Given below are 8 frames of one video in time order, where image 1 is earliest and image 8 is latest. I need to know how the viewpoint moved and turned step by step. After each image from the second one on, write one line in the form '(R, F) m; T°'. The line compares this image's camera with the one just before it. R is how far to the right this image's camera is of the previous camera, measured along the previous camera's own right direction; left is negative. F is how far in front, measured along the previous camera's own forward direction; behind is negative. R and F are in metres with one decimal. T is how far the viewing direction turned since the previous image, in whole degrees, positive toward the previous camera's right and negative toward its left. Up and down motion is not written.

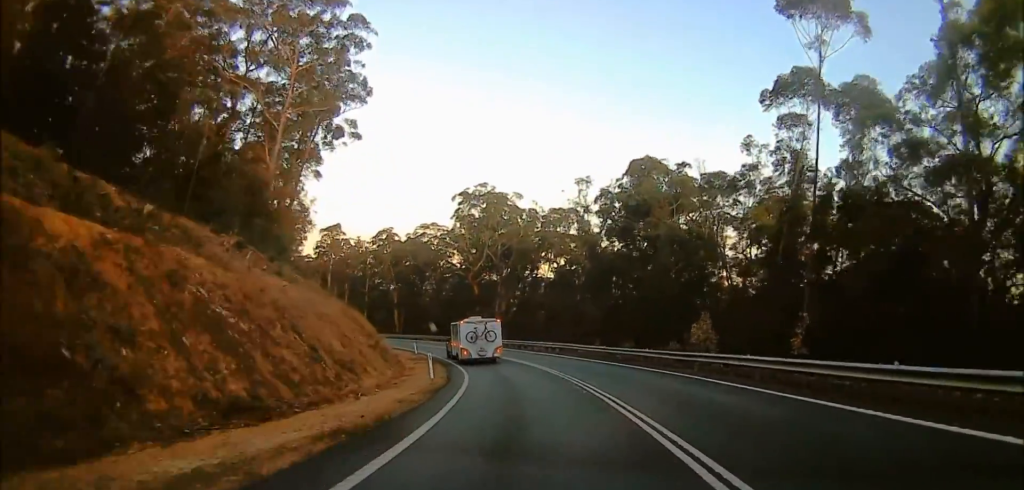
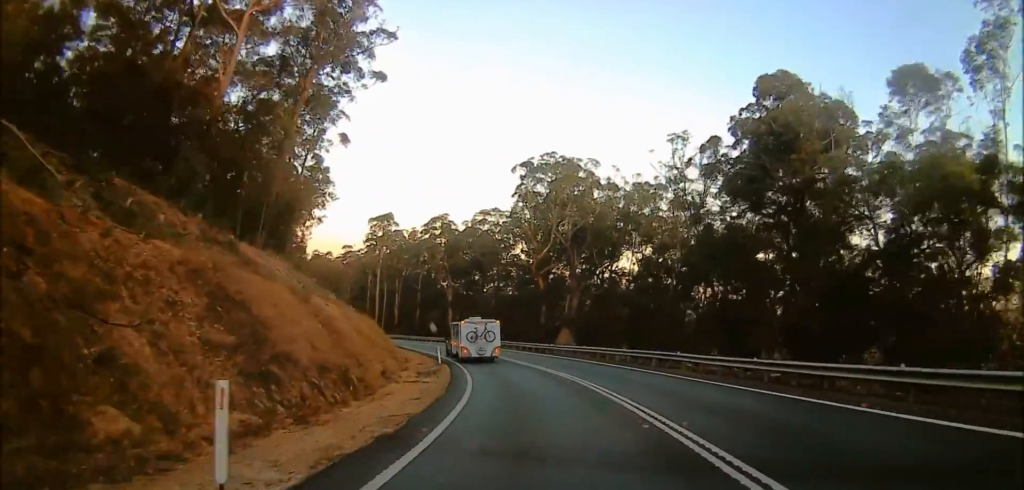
(-2.1, +18.5) m; -7°
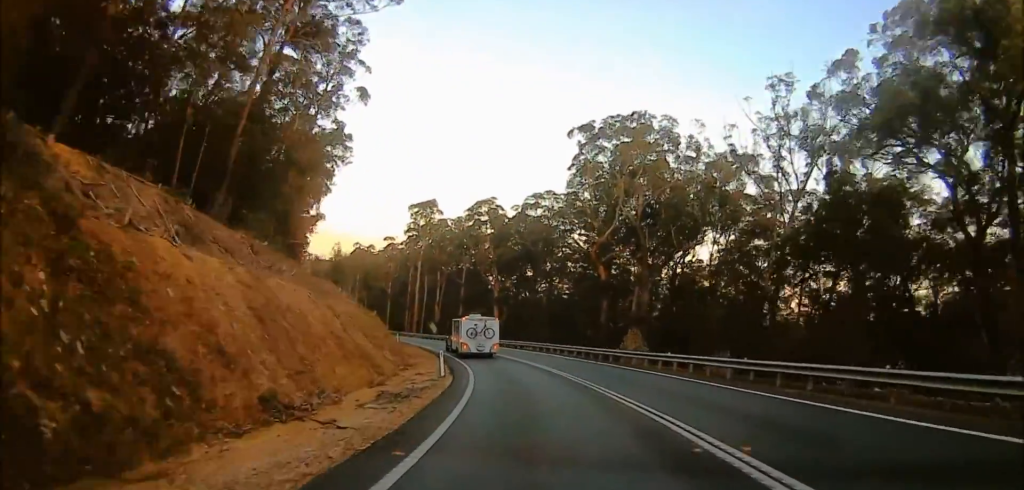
(0.0, +14.9) m; 0°
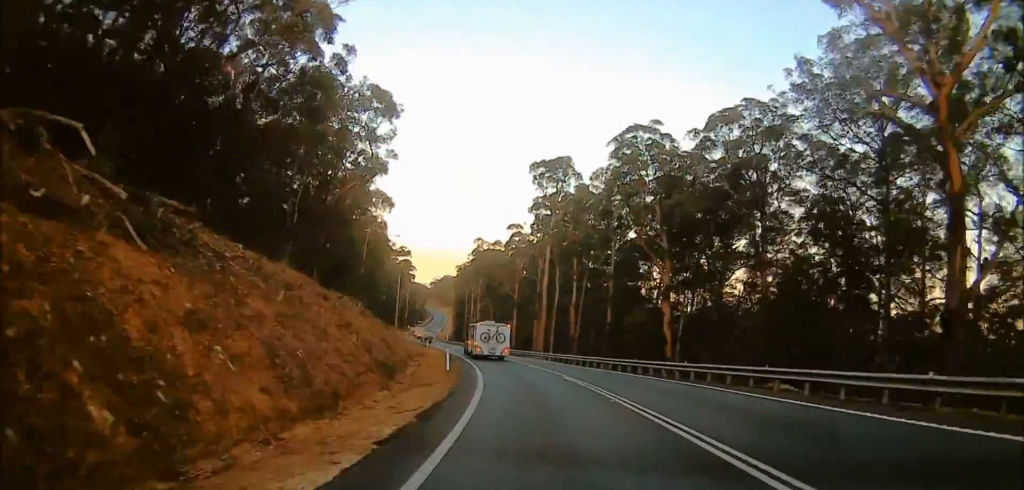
(0.0, +38.6) m; 0°
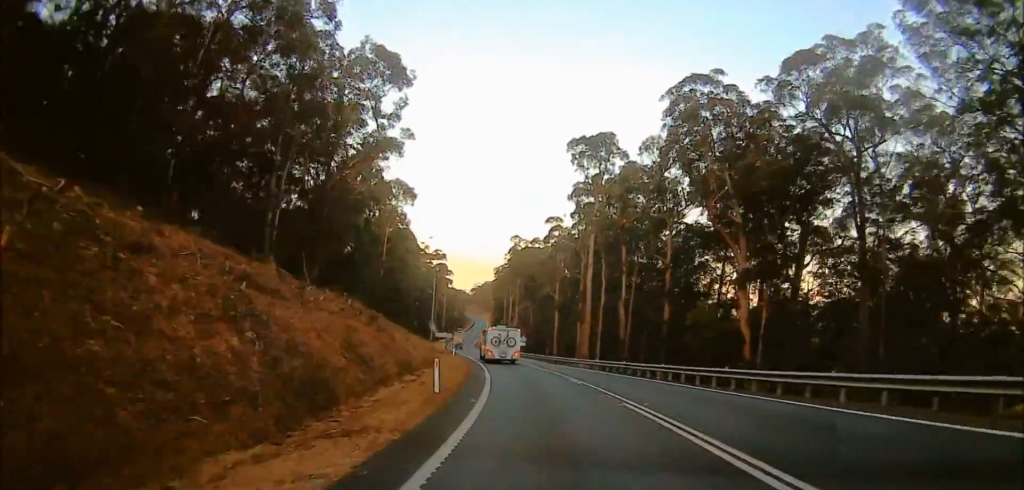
(0.0, +11.3) m; 0°
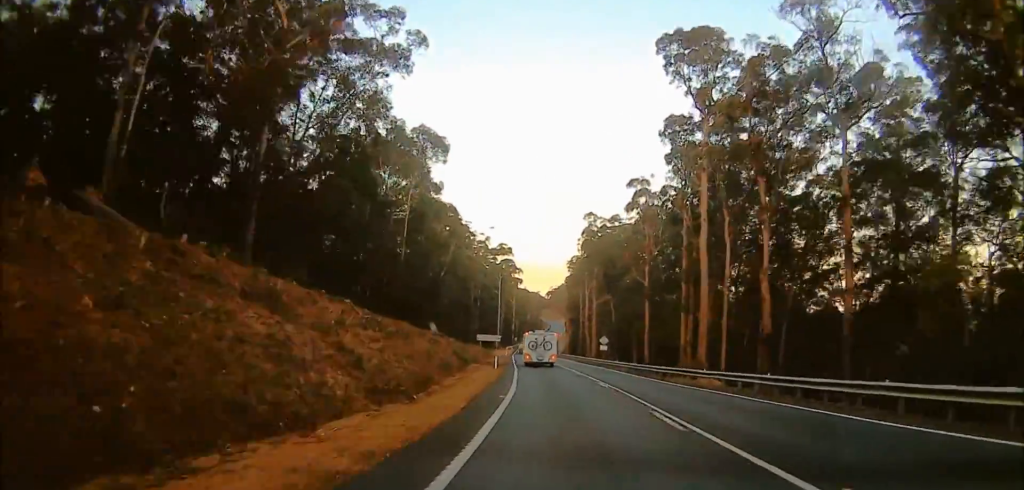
(-0.1, +24.6) m; -7°
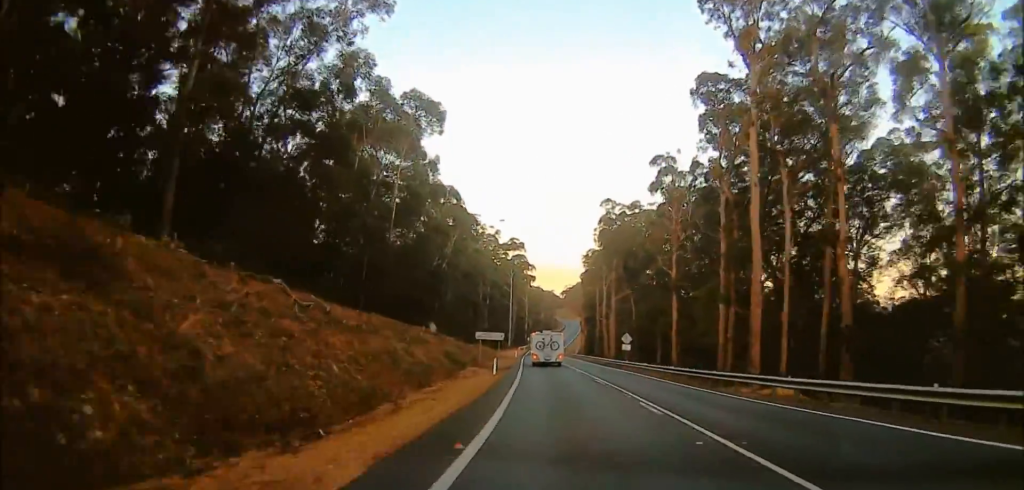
(-0.5, +9.3) m; -4°
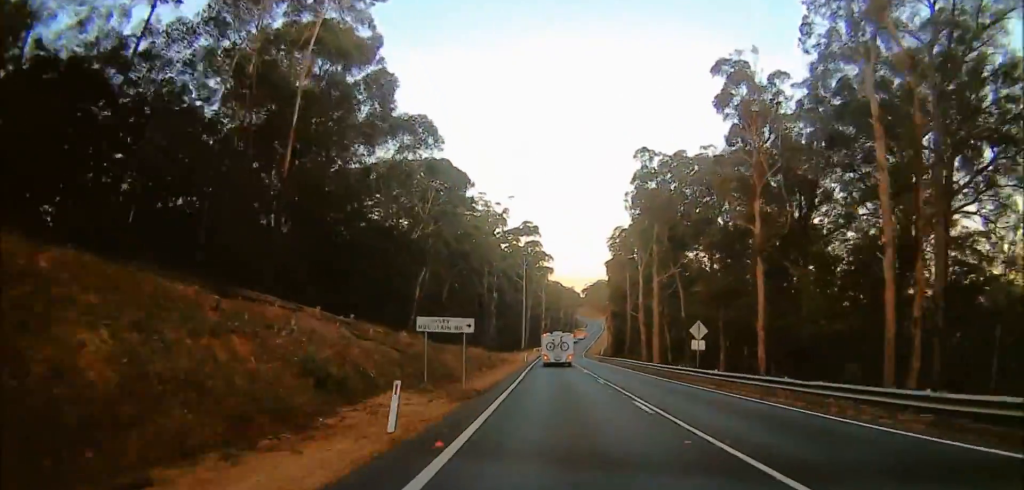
(-2.4, +23.8) m; -7°
